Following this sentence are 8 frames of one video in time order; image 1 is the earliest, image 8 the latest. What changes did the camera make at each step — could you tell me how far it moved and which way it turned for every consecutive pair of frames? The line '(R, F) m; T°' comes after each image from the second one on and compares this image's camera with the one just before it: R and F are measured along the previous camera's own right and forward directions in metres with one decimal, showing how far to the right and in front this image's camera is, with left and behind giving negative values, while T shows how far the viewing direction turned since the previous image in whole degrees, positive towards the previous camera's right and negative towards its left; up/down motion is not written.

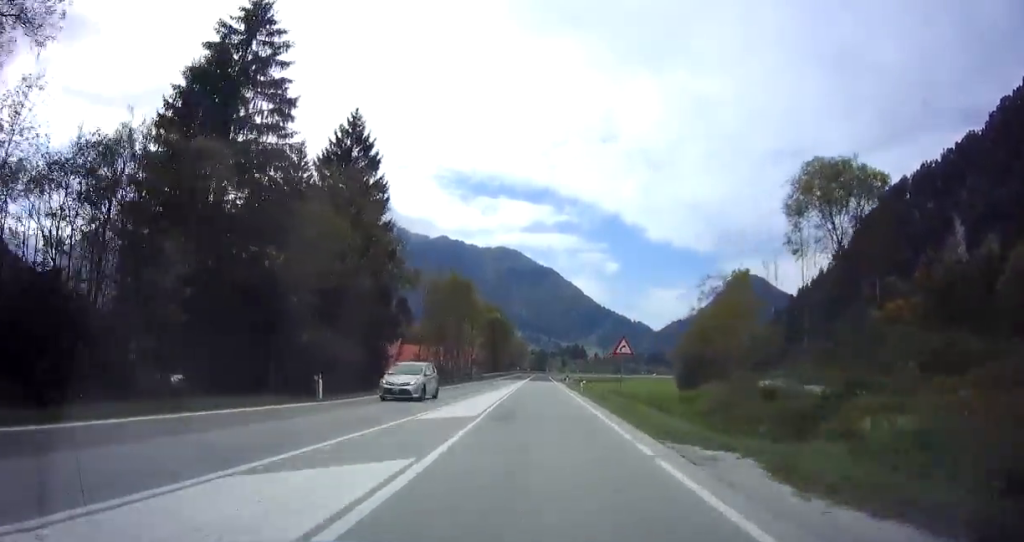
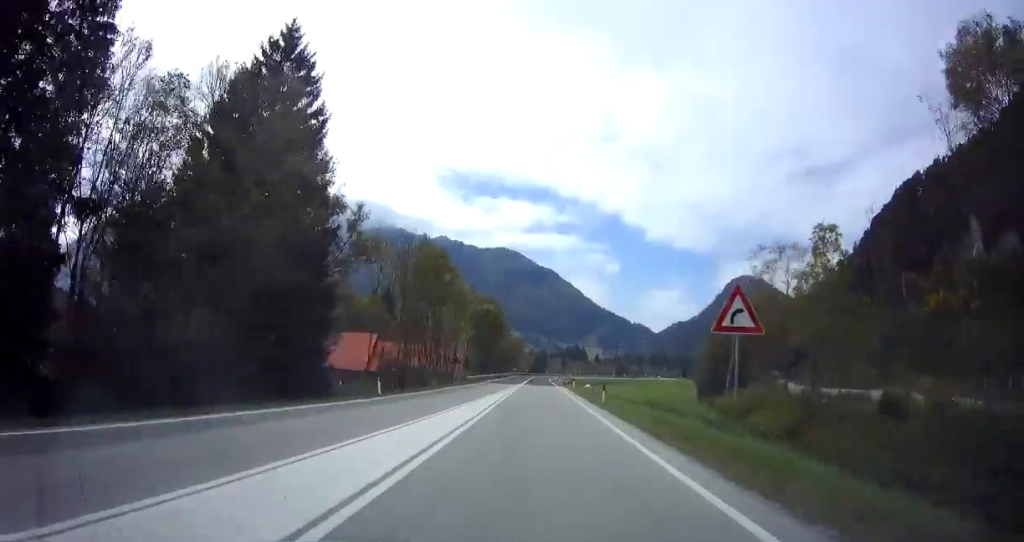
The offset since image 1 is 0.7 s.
(+0.3, +14.6) m; -1°
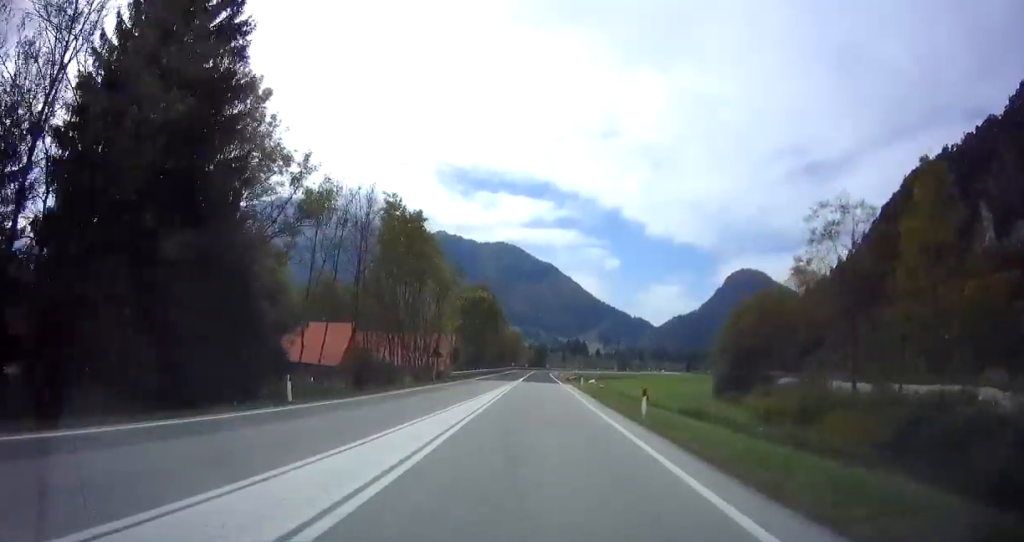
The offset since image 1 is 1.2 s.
(-0.1, +10.5) m; -1°
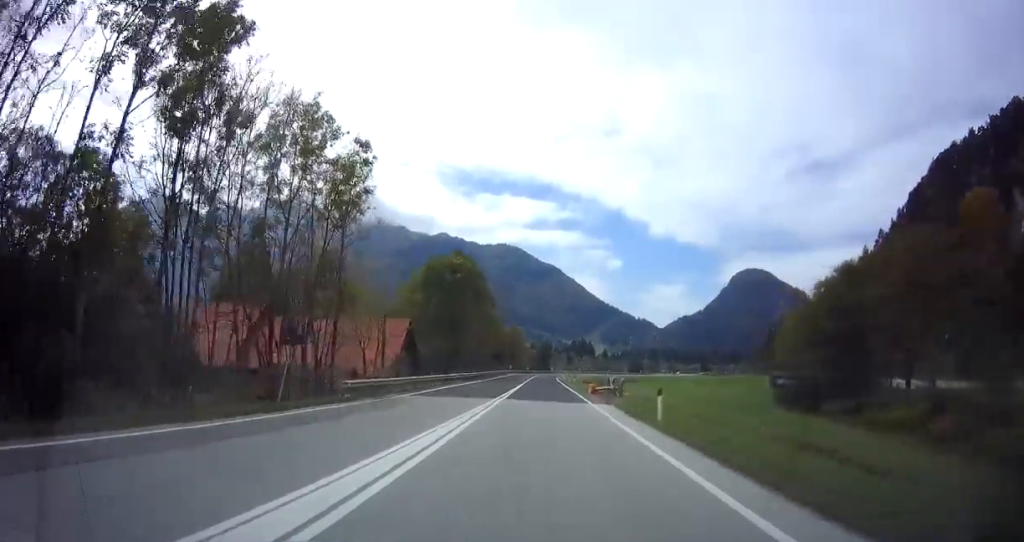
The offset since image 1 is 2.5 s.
(-0.4, +28.1) m; +1°
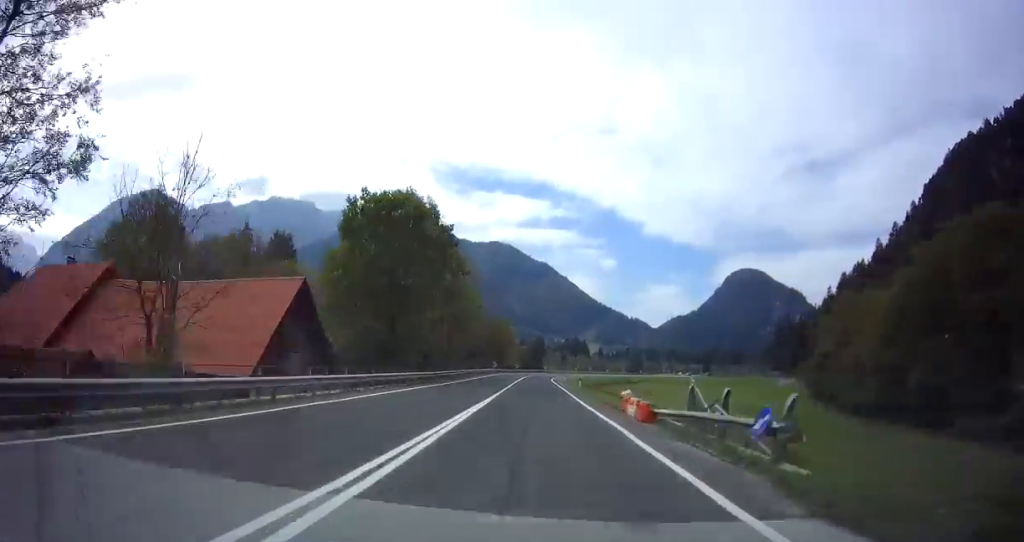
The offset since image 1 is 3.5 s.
(+0.4, +20.2) m; +1°
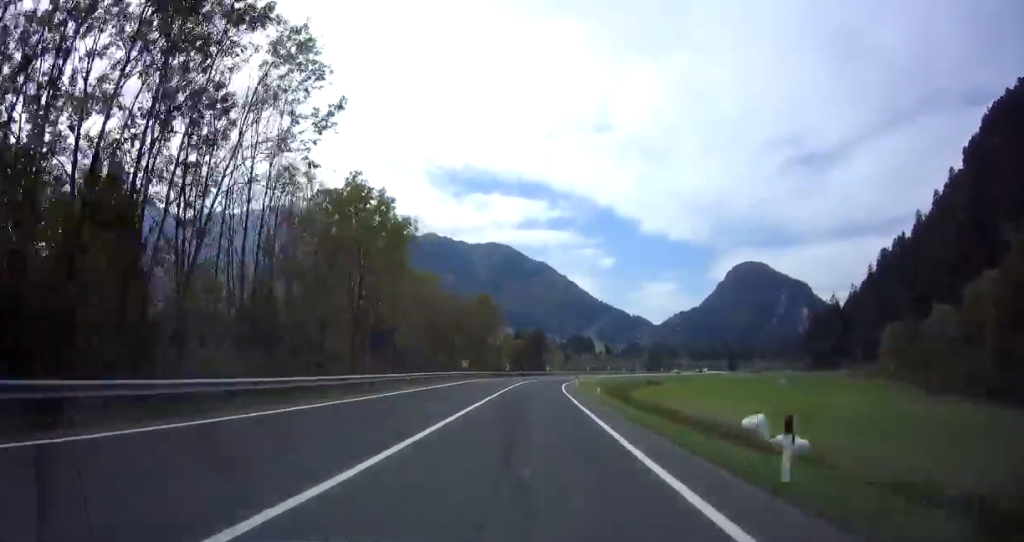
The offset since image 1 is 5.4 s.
(-0.1, +40.1) m; +1°
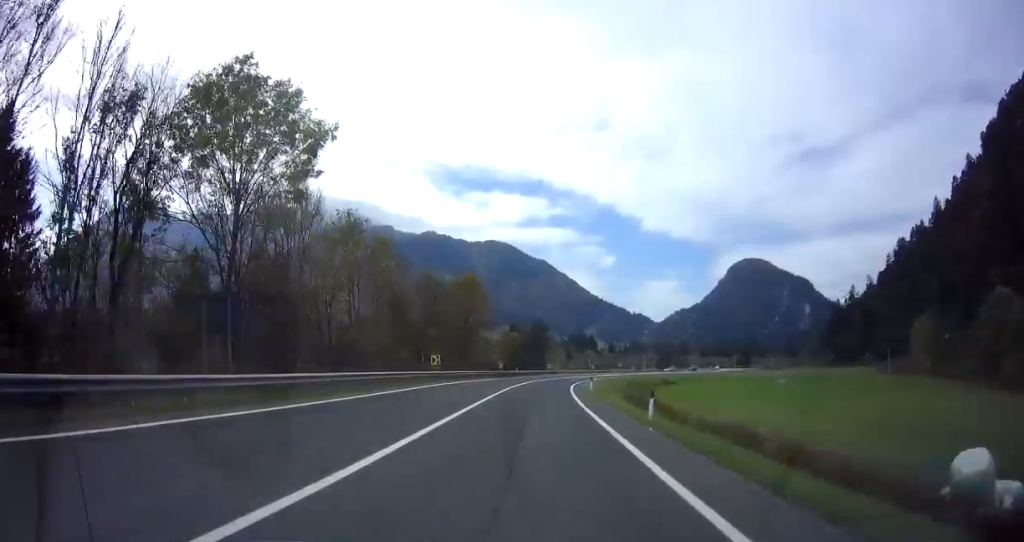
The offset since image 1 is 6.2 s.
(+0.2, +15.2) m; +1°
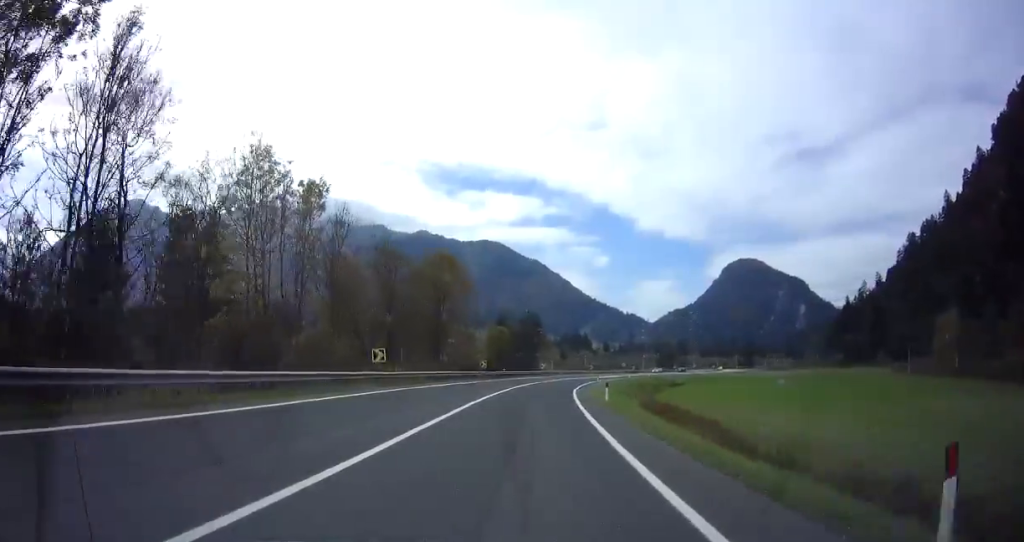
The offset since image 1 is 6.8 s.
(+0.3, +13.0) m; 0°
